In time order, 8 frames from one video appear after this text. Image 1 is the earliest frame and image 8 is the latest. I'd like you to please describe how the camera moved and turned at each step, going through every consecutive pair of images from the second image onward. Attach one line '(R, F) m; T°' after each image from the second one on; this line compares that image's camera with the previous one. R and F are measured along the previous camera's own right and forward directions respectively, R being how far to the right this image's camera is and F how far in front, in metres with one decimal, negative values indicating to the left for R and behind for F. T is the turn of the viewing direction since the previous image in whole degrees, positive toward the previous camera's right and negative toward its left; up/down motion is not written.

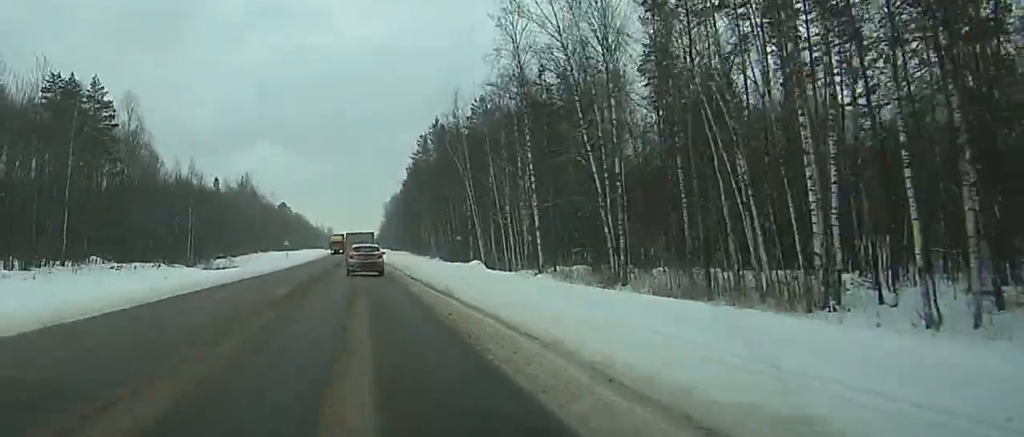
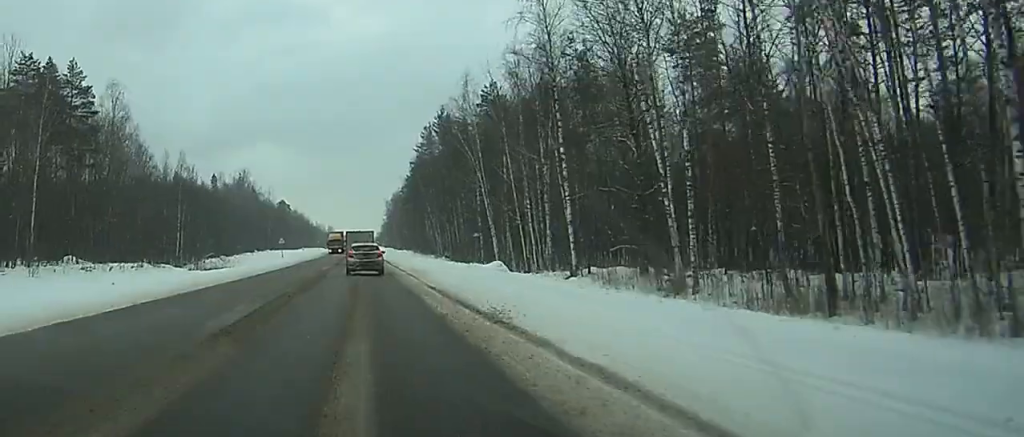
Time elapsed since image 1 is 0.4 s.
(0.0, +8.6) m; 0°
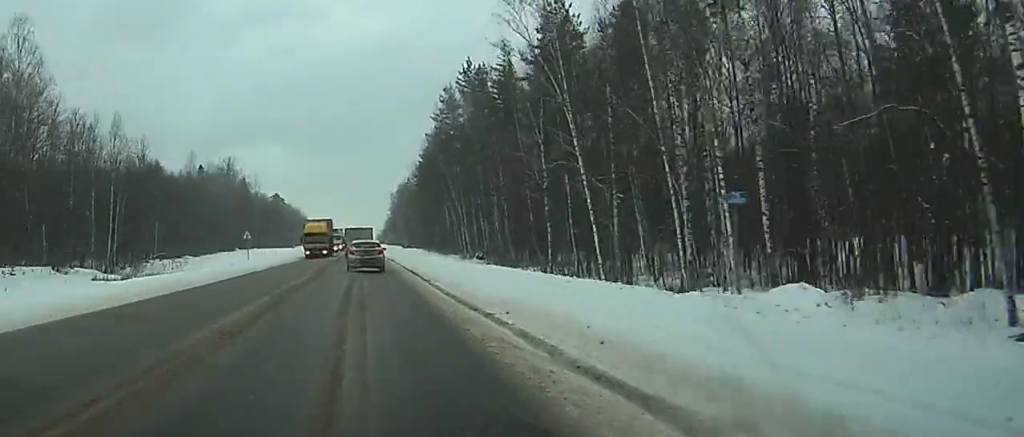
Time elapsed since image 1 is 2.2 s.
(+0.2, +36.5) m; +1°
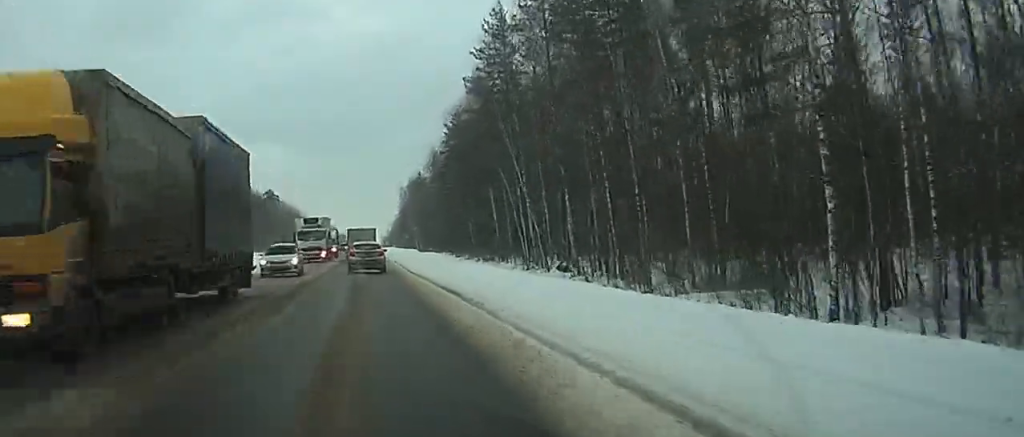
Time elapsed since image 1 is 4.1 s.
(-0.1, +44.7) m; -1°
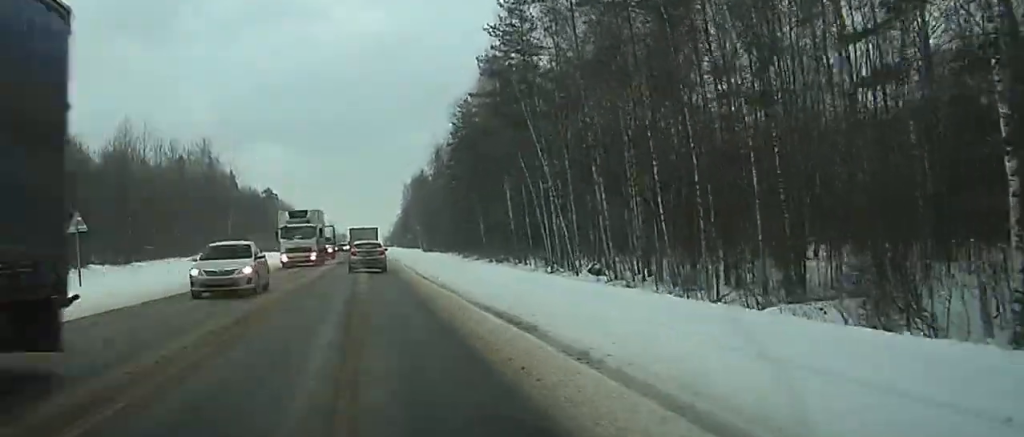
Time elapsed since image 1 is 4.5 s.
(0.0, +8.5) m; 0°
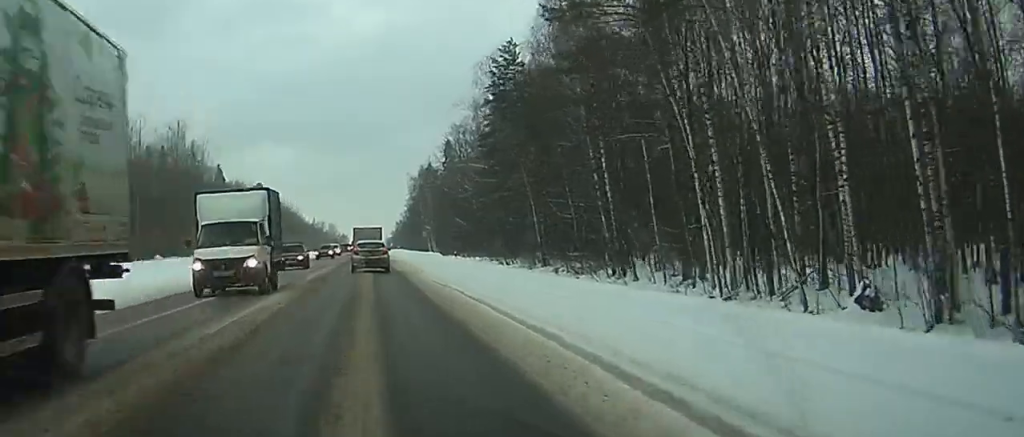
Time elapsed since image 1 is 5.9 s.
(-0.1, +28.4) m; +1°
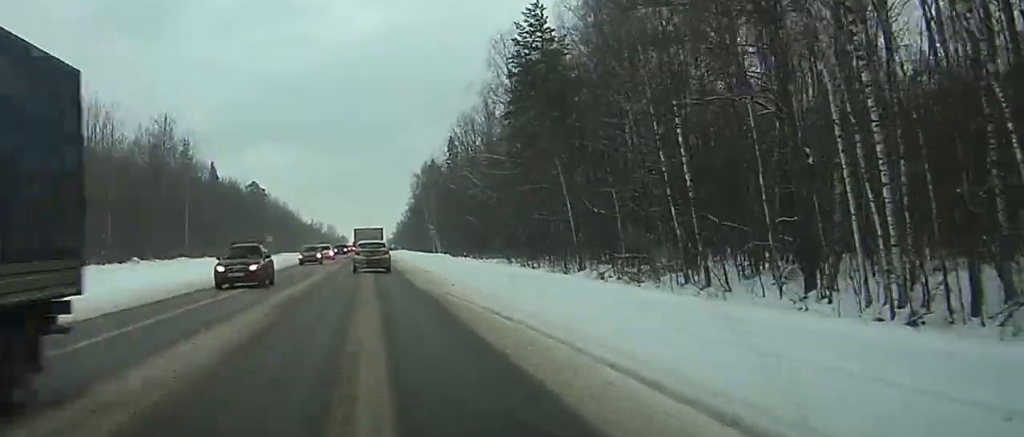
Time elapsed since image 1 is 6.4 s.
(0.0, +11.5) m; +1°
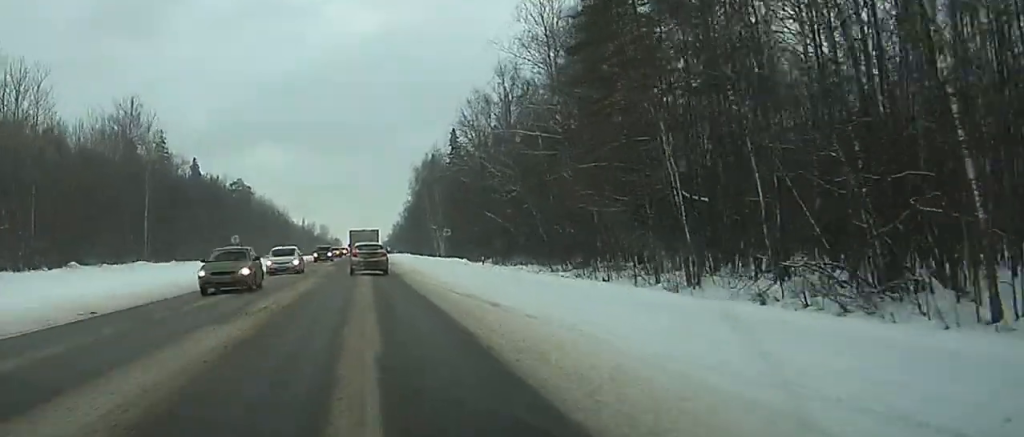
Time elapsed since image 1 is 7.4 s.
(+0.2, +24.1) m; 0°
